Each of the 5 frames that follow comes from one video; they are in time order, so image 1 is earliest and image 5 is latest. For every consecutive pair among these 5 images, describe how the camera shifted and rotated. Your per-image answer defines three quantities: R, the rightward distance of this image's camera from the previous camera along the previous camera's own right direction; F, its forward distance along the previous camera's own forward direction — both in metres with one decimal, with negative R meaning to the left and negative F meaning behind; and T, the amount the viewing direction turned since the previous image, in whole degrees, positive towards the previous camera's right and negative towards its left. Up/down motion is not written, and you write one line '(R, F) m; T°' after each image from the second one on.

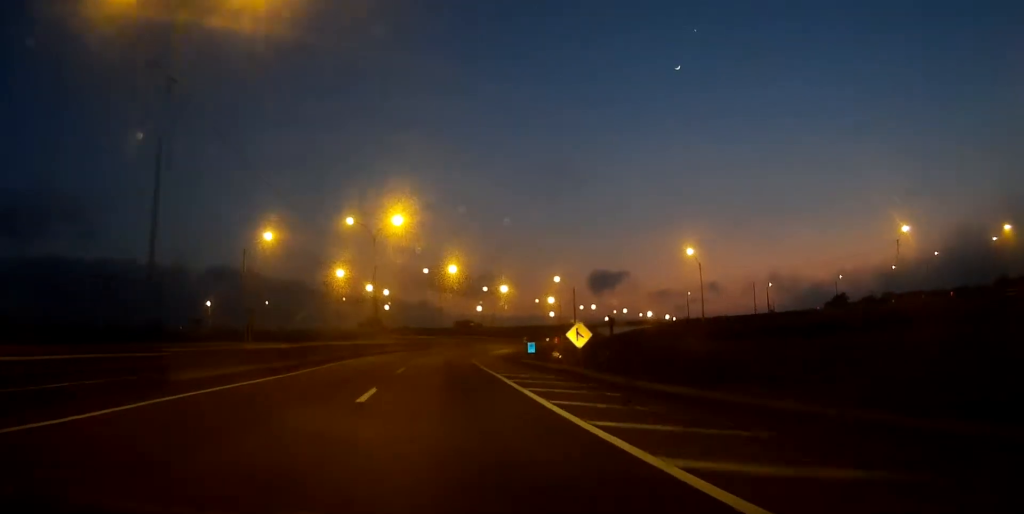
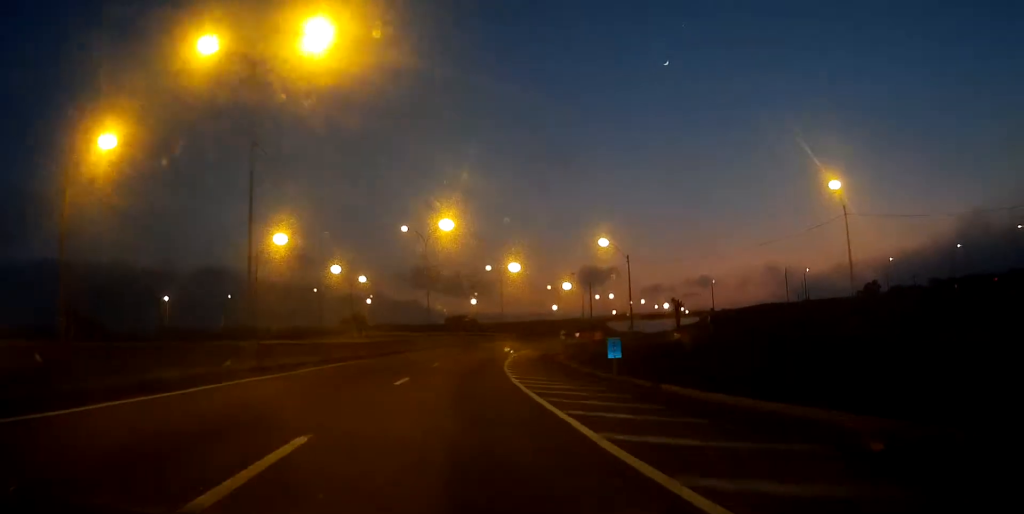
(+0.4, +41.0) m; +2°
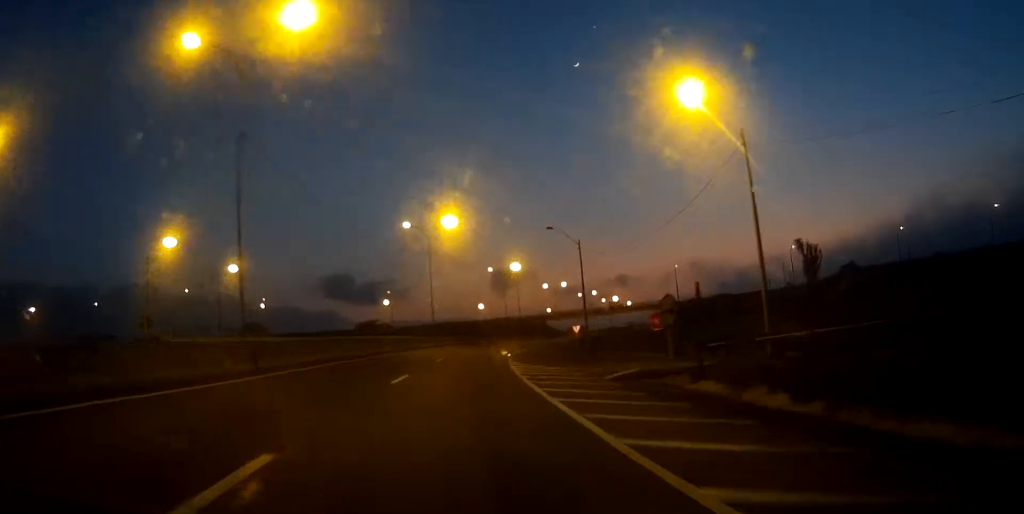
(+2.5, +49.0) m; +6°
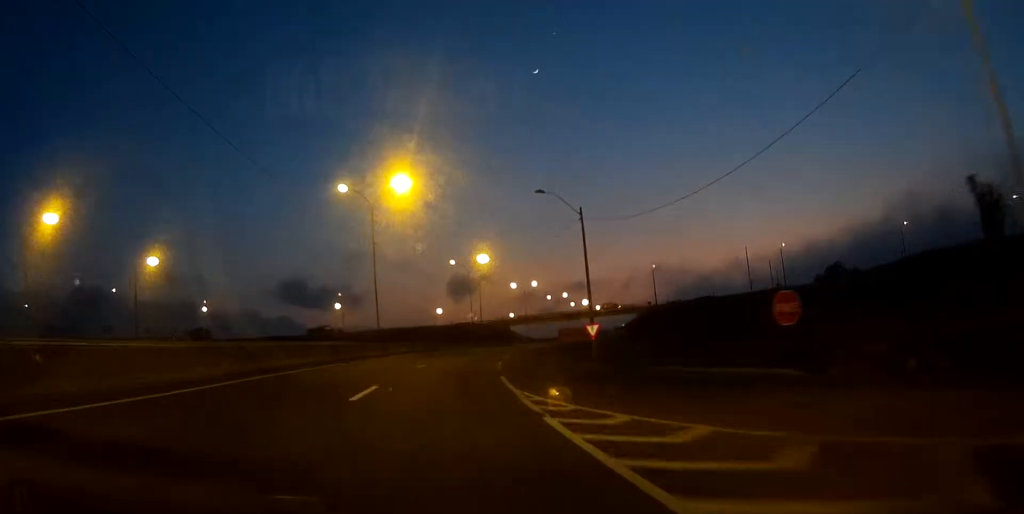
(+0.1, +20.2) m; +2°
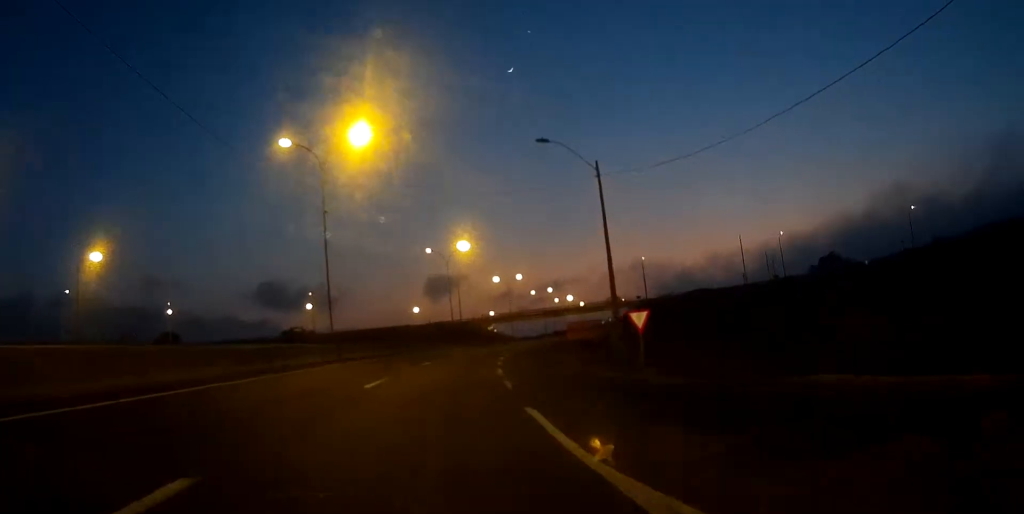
(+0.5, +12.8) m; +2°
